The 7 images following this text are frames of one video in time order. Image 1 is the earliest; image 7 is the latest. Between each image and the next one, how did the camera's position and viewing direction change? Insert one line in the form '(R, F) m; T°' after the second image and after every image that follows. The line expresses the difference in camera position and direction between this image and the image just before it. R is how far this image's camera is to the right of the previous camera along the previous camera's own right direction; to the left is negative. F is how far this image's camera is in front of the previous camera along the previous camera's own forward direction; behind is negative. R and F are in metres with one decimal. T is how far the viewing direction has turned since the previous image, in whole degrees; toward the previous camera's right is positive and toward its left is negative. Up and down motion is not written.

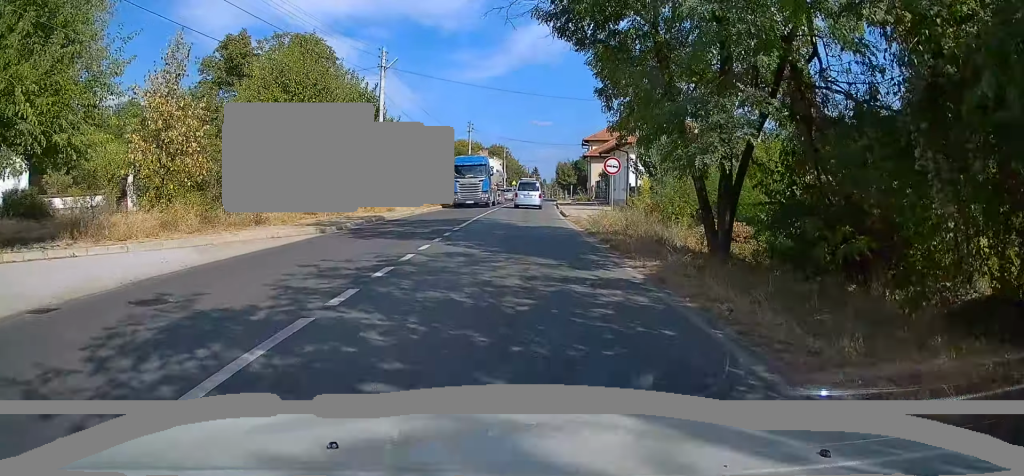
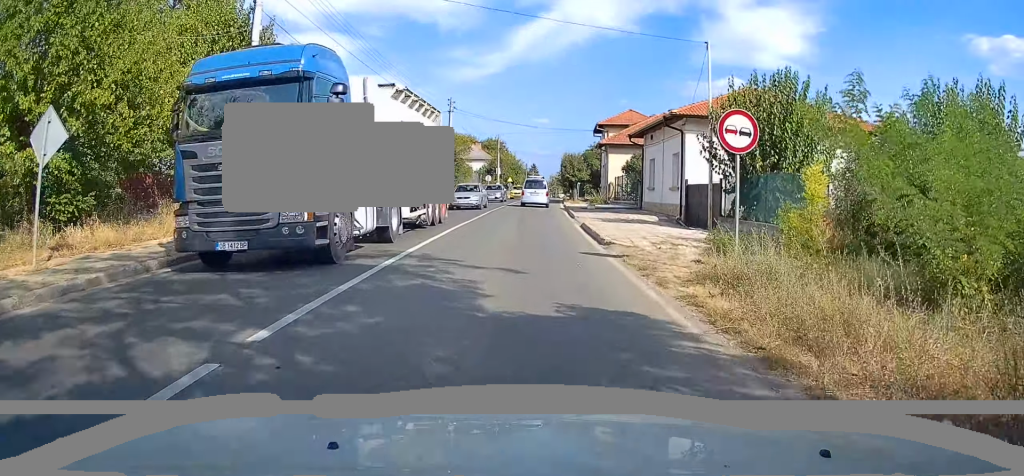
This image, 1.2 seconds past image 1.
(-0.1, +15.6) m; 0°
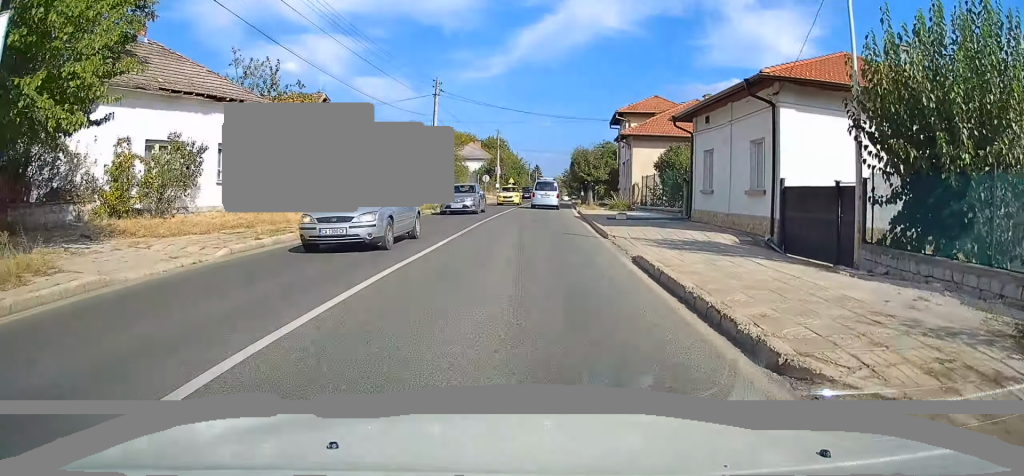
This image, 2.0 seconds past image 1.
(+0.1, +10.0) m; 0°
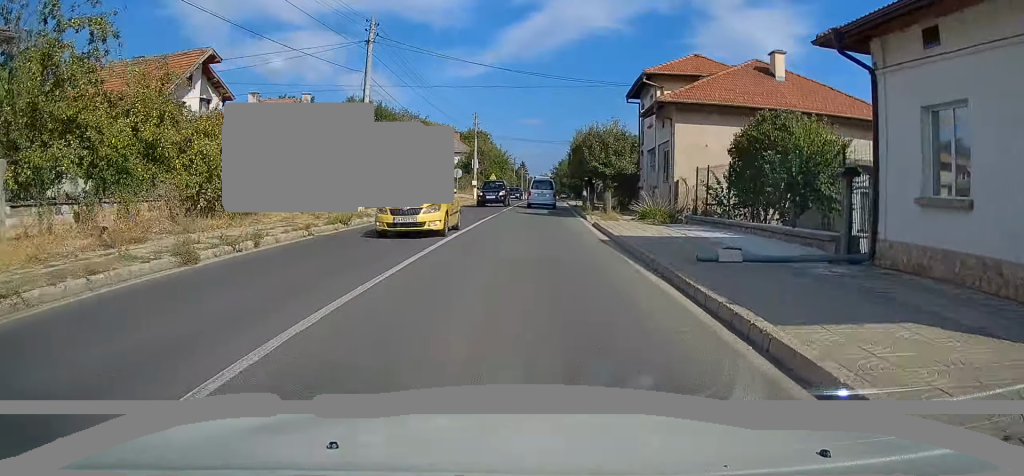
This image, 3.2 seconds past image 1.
(-0.1, +14.9) m; 0°
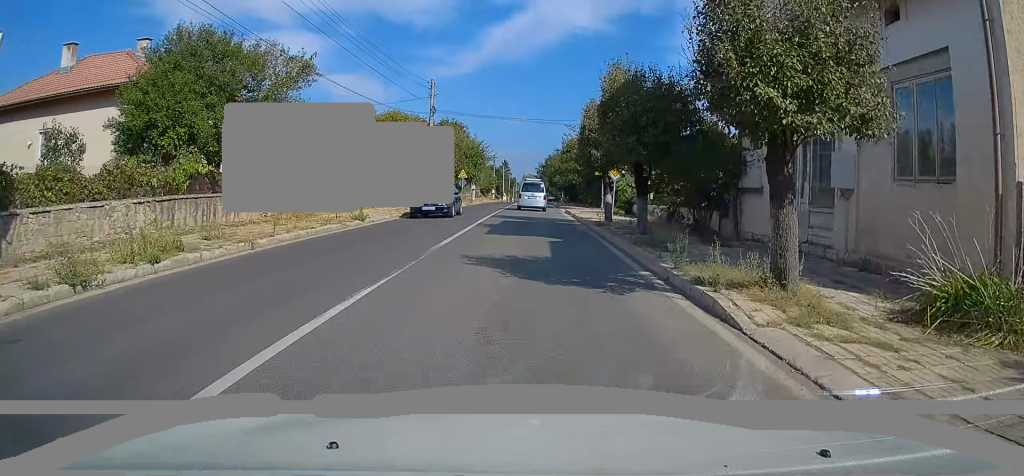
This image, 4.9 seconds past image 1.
(+0.5, +19.9) m; +2°
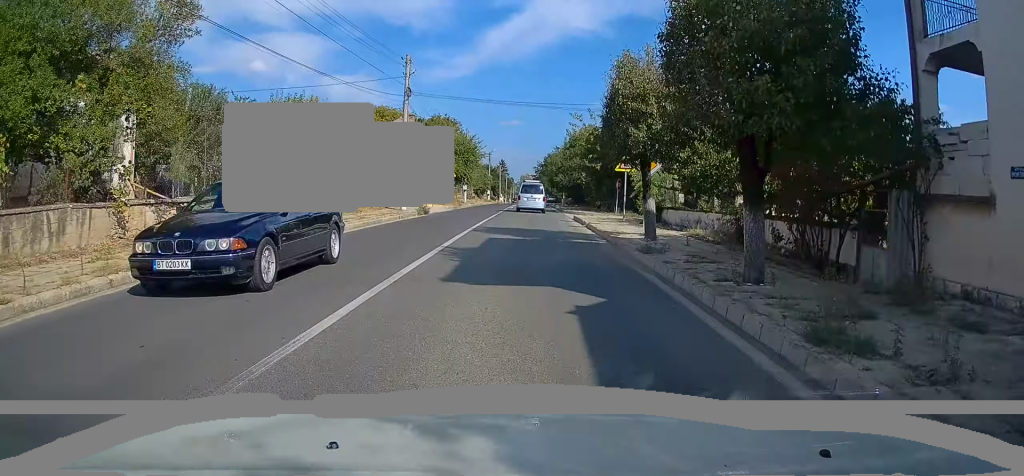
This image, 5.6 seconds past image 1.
(0.0, +8.5) m; 0°
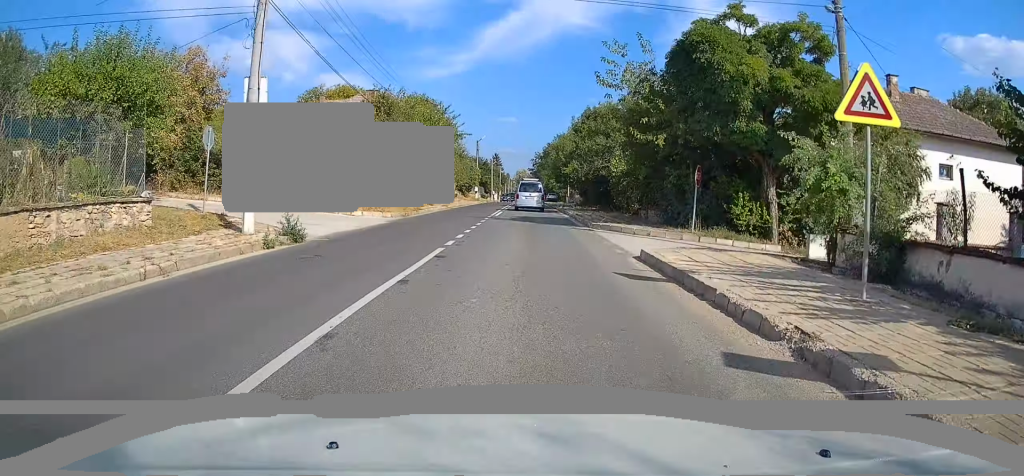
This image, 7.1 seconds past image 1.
(0.0, +19.2) m; +1°
